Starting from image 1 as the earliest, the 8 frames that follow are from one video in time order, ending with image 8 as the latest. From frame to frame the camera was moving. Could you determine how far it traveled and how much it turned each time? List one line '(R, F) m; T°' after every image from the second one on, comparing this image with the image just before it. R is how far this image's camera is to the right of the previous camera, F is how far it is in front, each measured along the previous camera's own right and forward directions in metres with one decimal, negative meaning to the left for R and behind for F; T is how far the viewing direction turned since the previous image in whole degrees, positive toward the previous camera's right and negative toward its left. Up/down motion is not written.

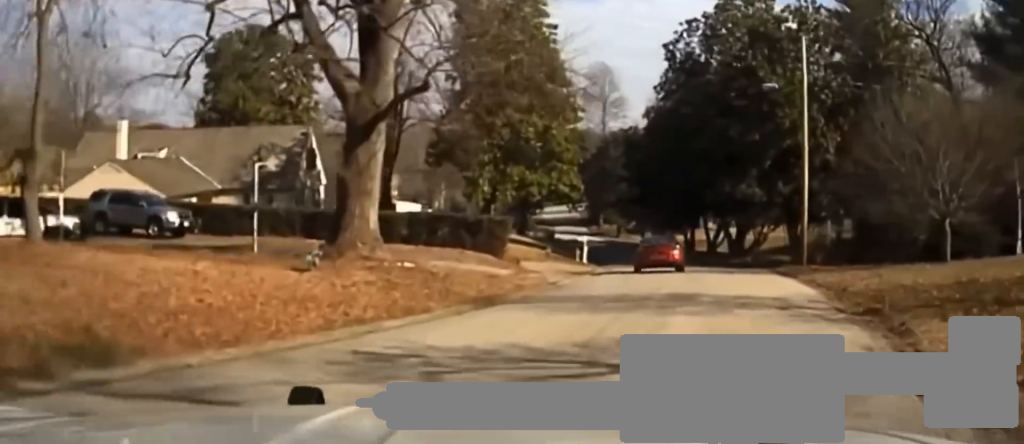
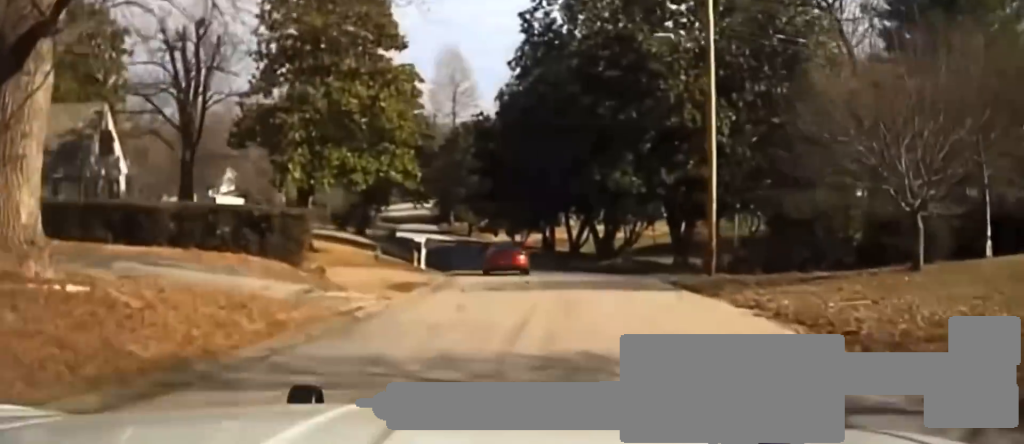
(+0.8, +9.5) m; +6°
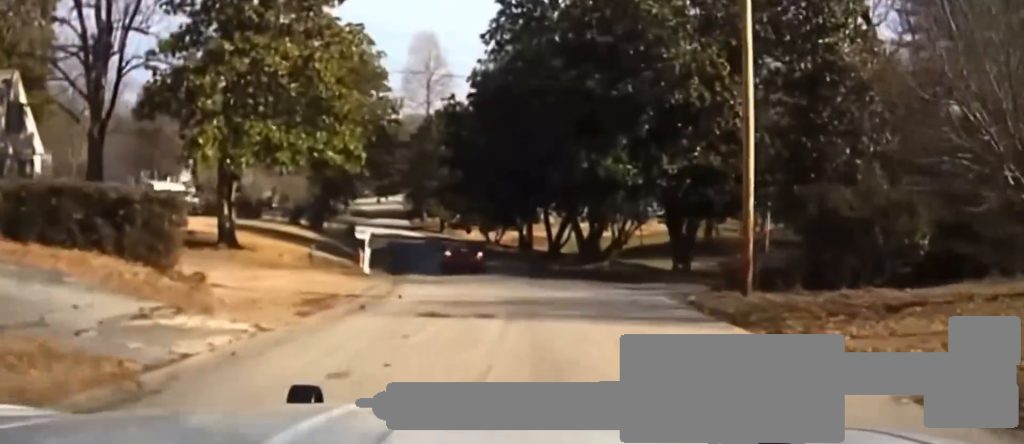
(+0.5, +7.2) m; +4°
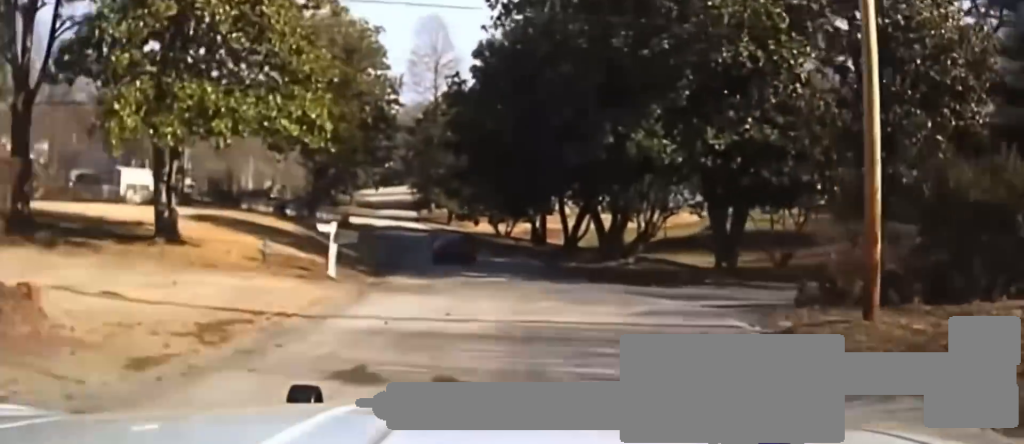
(+0.1, +5.9) m; +2°
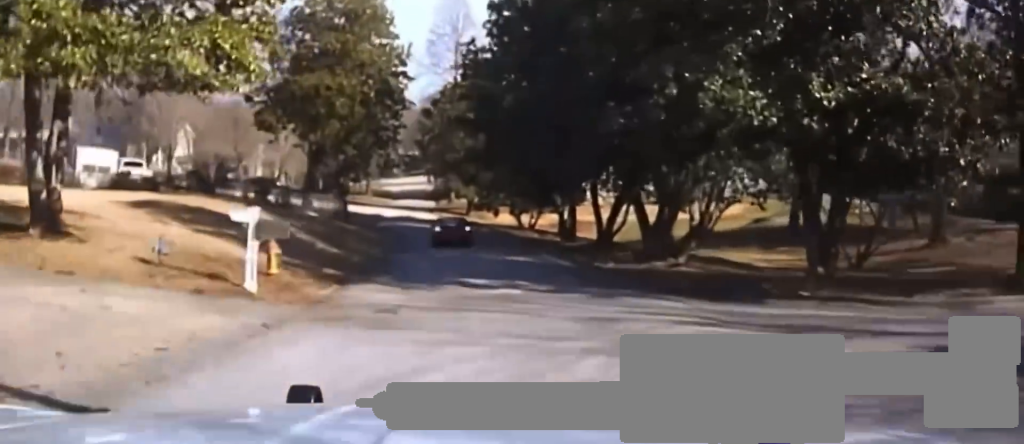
(0.0, +6.8) m; +2°
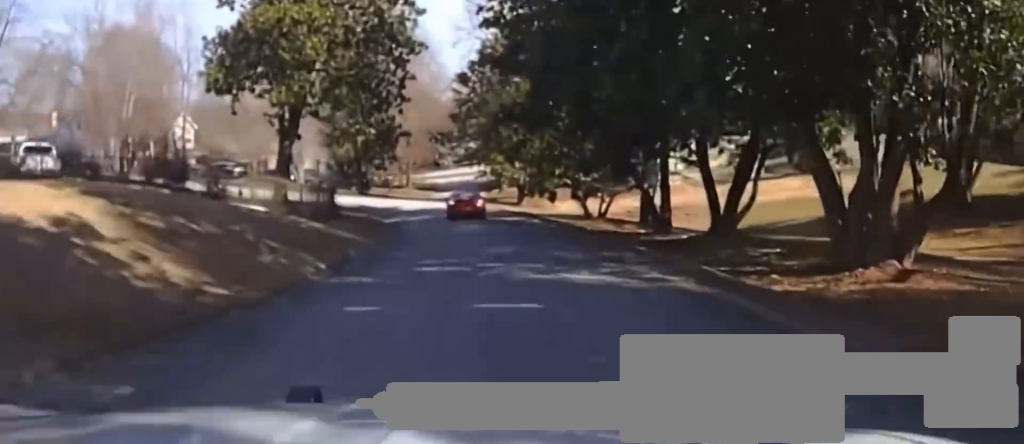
(+0.5, +14.4) m; 0°
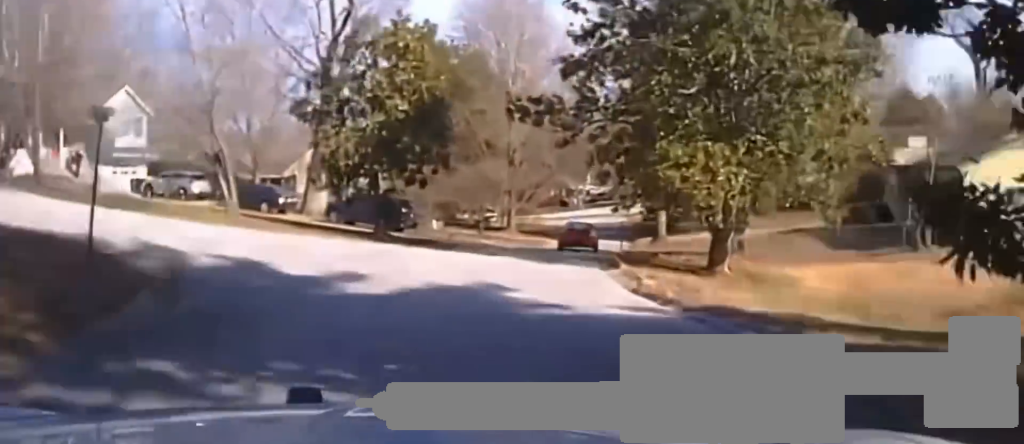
(-3.9, +34.2) m; -14°
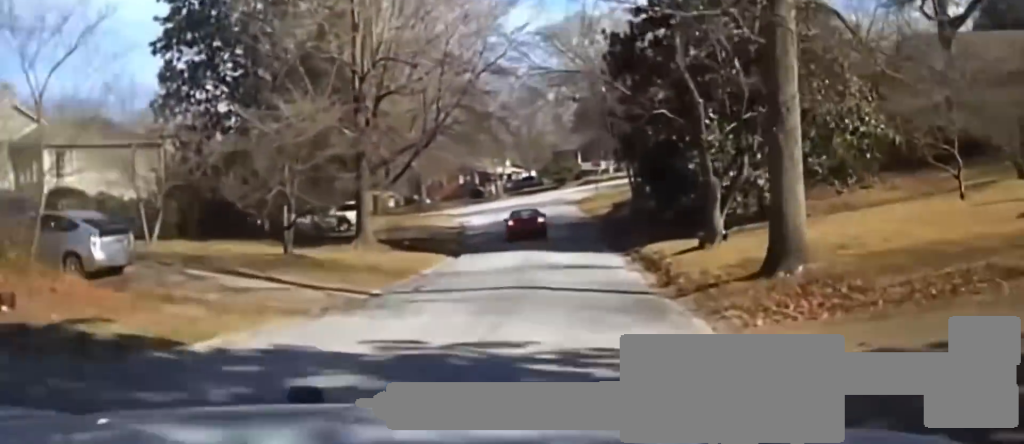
(-1.0, +36.6) m; +1°
